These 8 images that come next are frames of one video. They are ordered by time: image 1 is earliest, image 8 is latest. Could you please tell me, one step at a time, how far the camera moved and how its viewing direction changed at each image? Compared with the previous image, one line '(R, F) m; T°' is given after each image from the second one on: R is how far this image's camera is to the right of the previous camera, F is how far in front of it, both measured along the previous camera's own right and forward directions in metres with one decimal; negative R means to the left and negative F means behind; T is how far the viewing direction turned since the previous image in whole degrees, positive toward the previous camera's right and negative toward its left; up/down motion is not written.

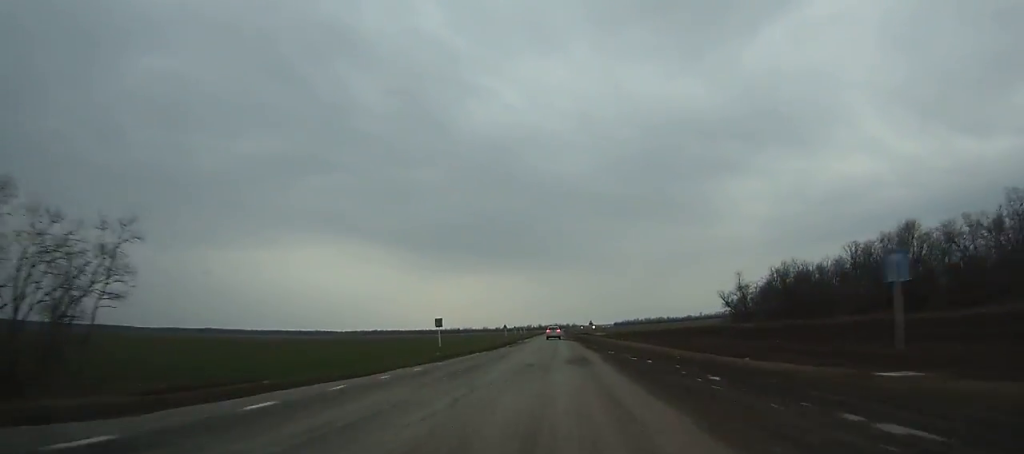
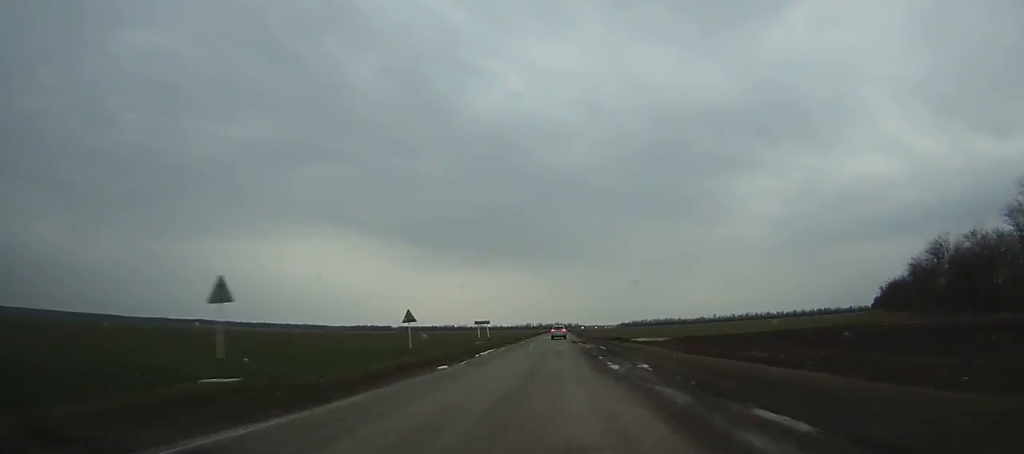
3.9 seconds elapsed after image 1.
(+0.1, +88.2) m; +1°
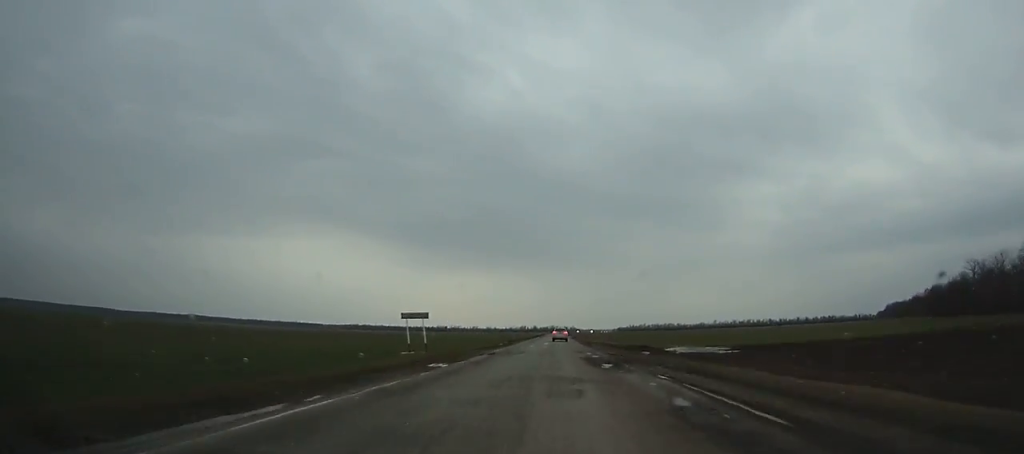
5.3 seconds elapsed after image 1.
(+0.3, +31.1) m; 0°
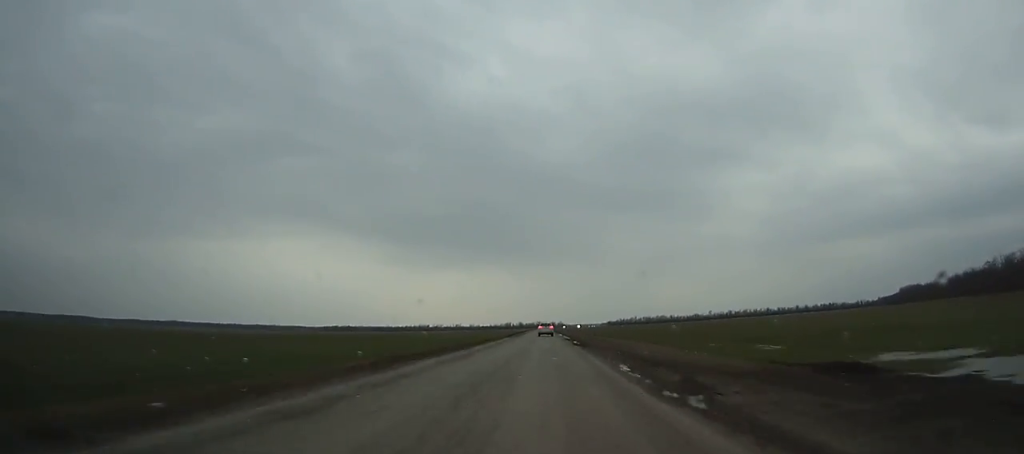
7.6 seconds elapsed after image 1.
(+0.2, +50.9) m; 0°
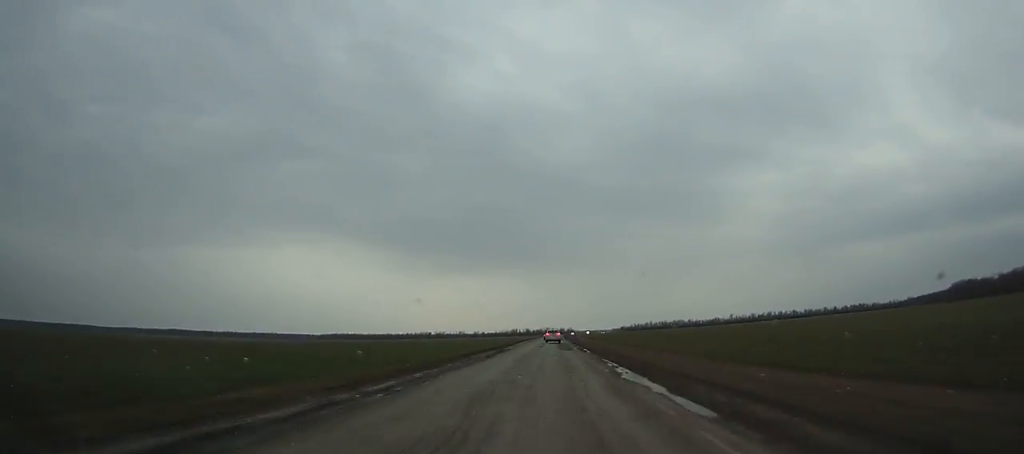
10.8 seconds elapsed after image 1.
(0.0, +70.0) m; 0°
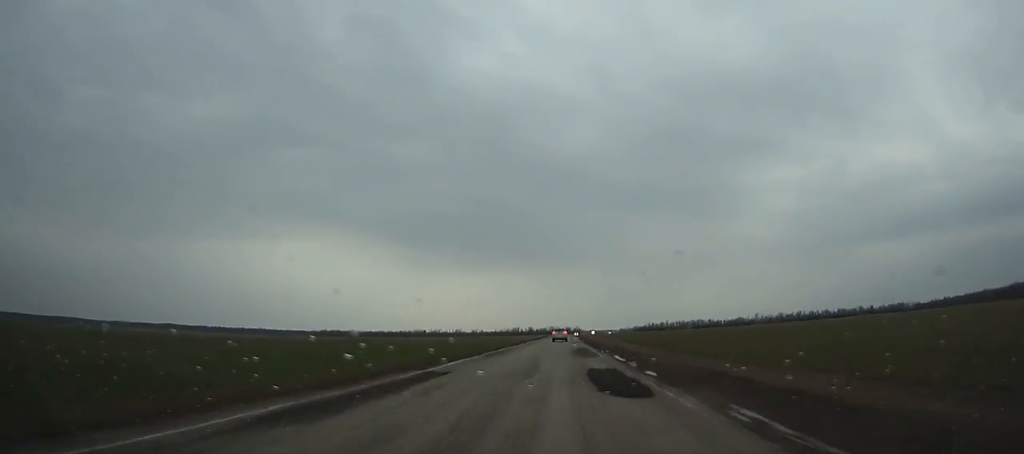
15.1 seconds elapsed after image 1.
(-0.2, +93.0) m; 0°
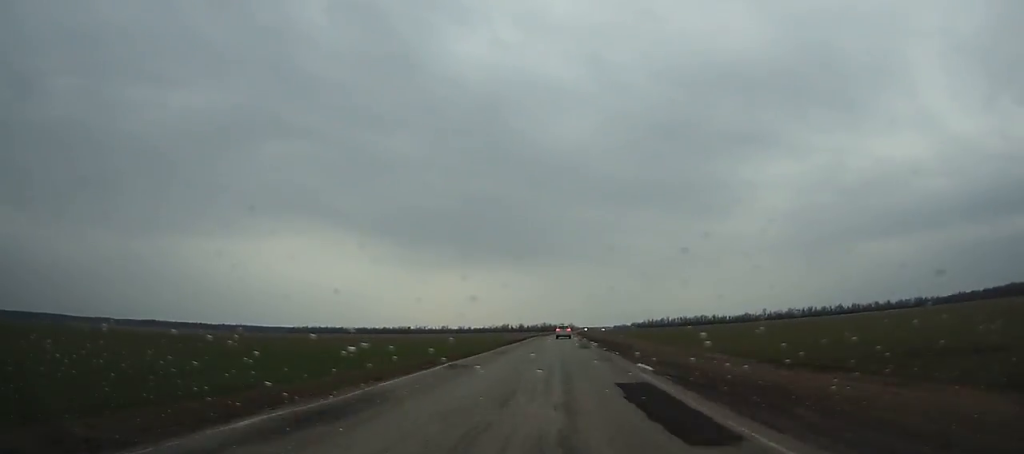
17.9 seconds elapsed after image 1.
(+0.1, +59.8) m; +1°
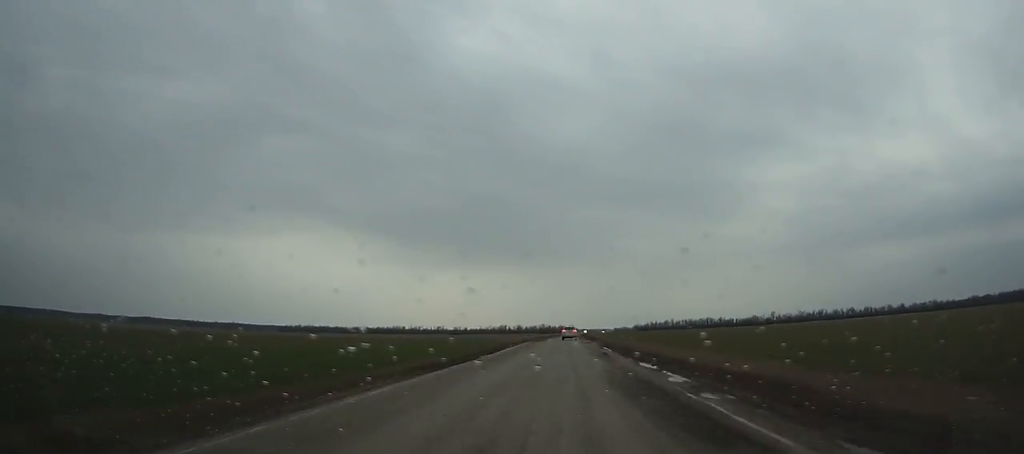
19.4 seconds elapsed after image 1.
(+0.1, +31.9) m; 0°
